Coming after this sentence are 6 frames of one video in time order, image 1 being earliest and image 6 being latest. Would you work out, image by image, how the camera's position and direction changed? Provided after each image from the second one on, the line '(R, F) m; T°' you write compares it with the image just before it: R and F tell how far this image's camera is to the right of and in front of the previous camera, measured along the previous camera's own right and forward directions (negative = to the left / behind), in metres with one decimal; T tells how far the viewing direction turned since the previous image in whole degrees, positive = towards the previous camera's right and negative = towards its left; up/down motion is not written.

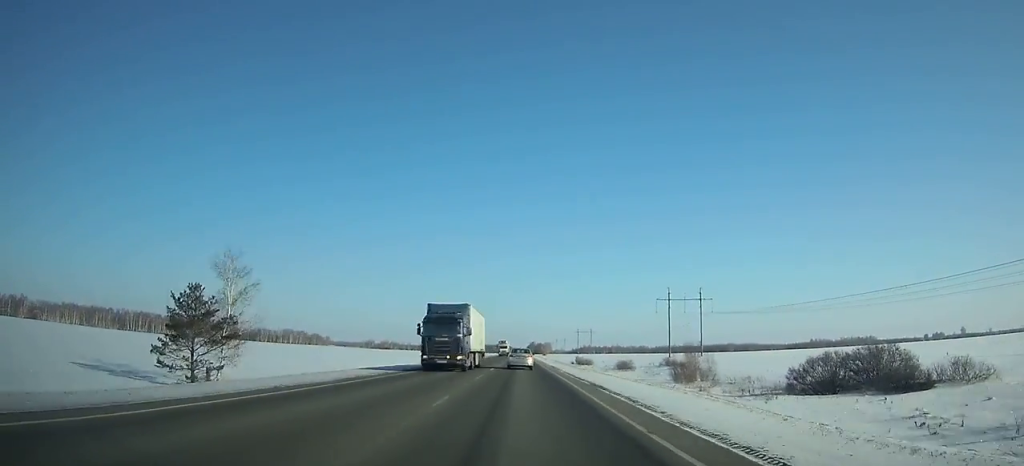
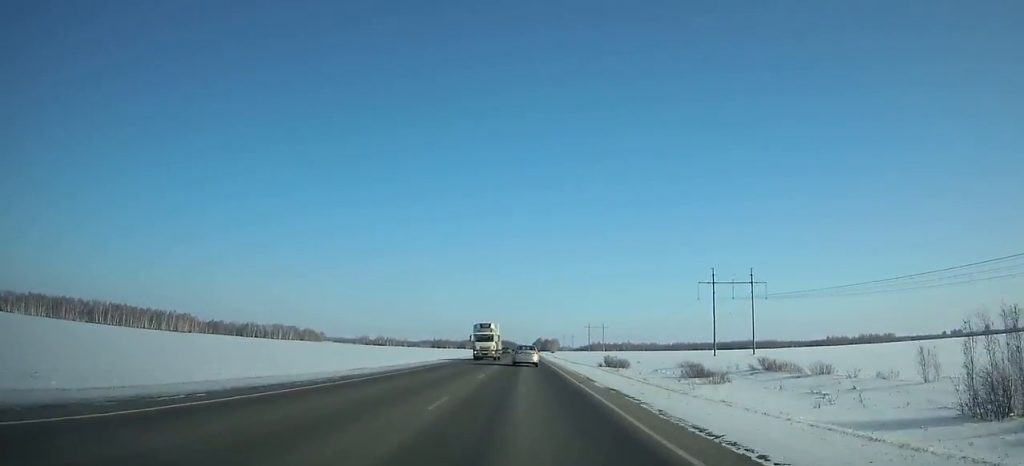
(0.0, +48.6) m; 0°
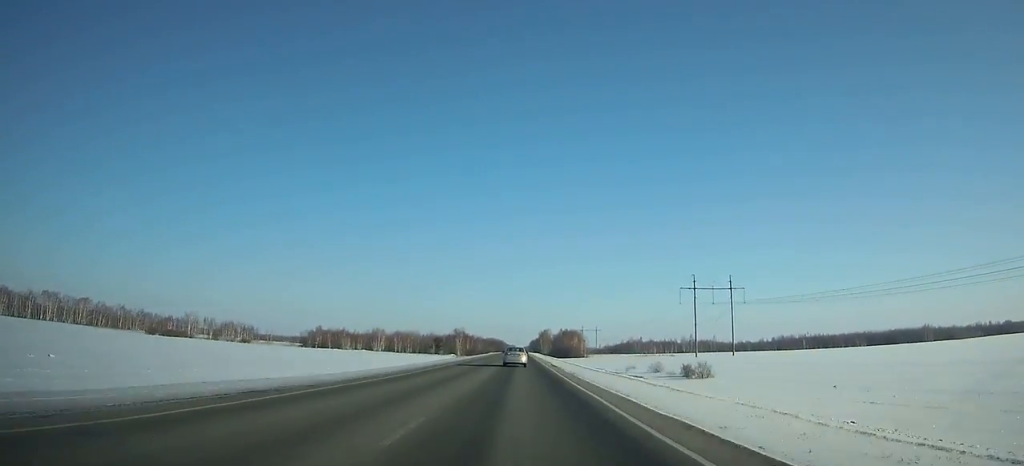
(+0.3, +348.9) m; 0°
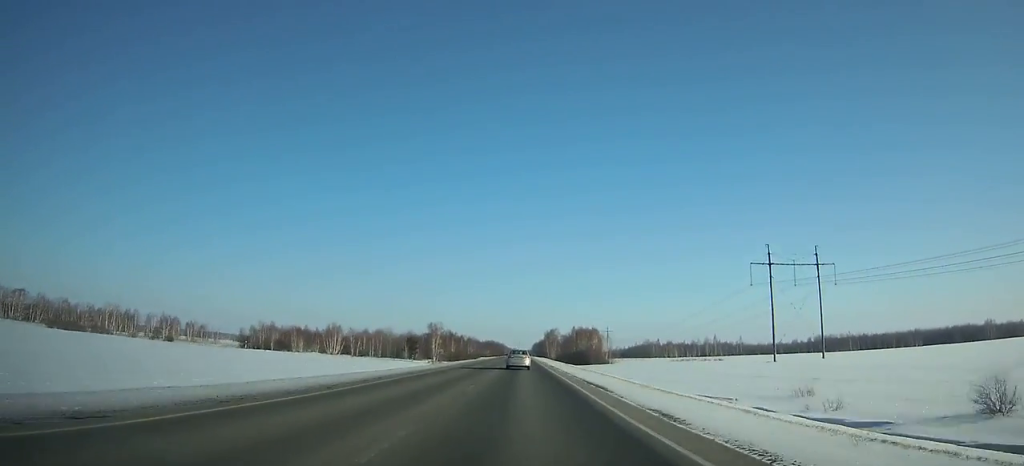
(0.0, +61.1) m; 0°
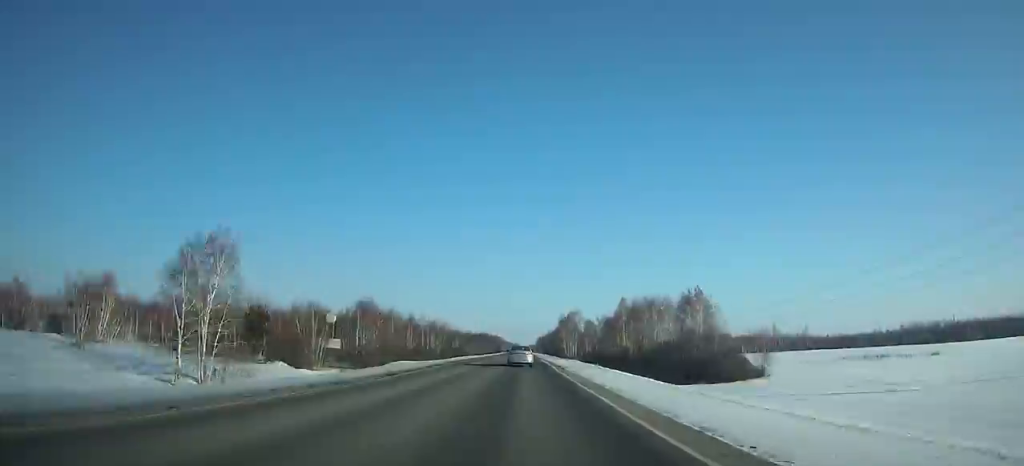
(+0.1, +113.5) m; 0°
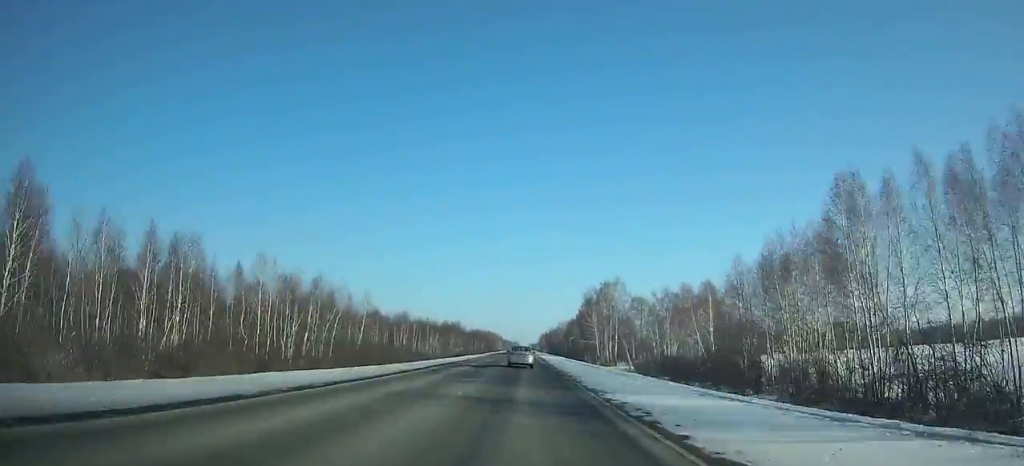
(-0.2, +91.7) m; -1°
